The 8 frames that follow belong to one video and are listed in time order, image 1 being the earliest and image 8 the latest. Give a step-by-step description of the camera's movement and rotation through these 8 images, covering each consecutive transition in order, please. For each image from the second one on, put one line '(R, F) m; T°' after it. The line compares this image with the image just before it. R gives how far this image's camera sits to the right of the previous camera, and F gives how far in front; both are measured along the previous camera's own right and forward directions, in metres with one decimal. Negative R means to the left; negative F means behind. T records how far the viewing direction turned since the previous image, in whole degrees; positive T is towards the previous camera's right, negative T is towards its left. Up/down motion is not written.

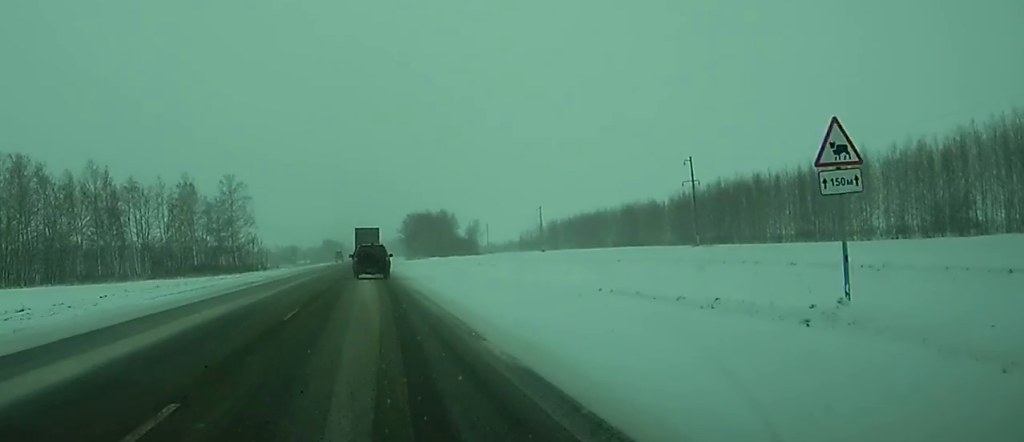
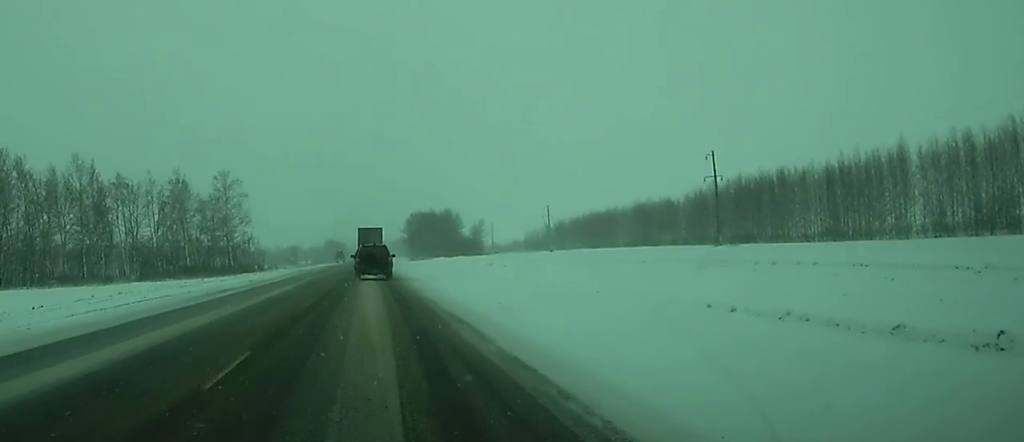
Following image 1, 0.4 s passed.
(0.0, +8.3) m; 0°
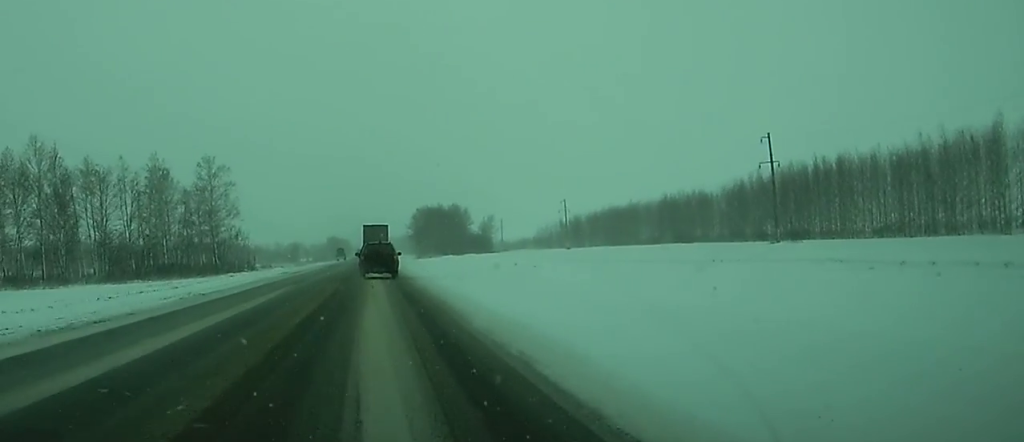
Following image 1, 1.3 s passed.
(0.0, +17.7) m; 0°
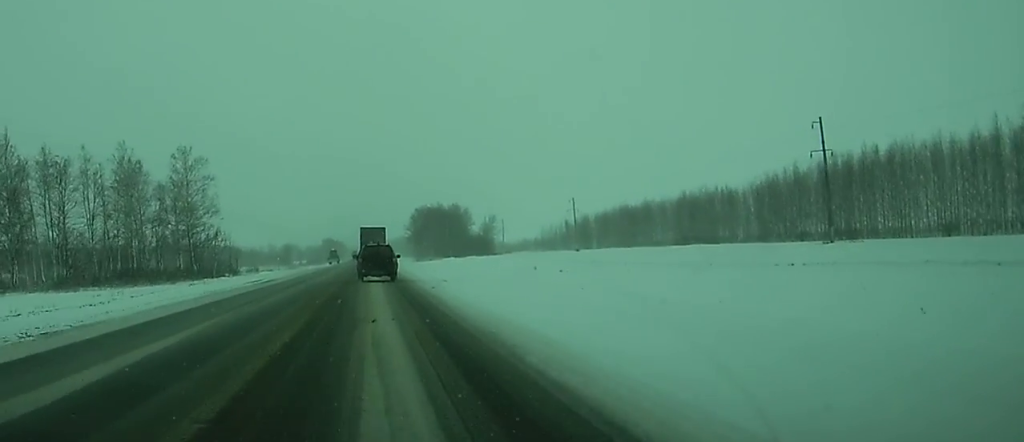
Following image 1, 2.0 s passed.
(0.0, +14.9) m; 0°
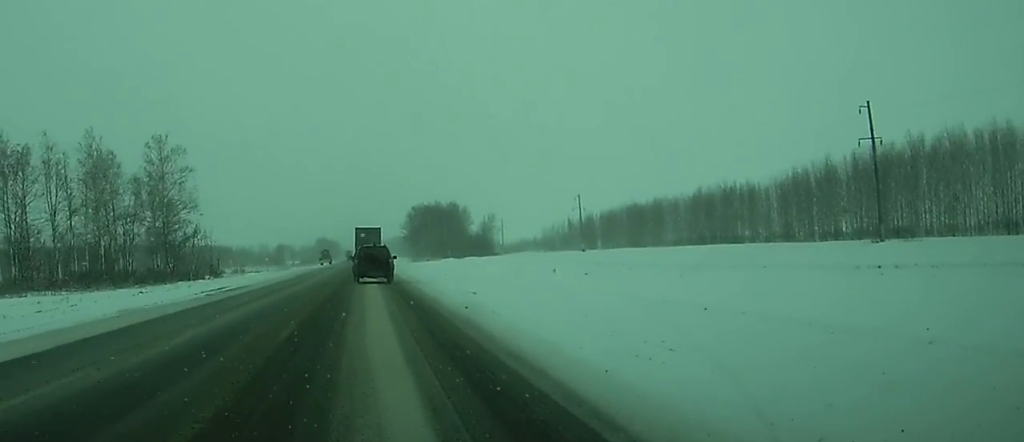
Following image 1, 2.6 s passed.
(0.0, +11.4) m; 0°
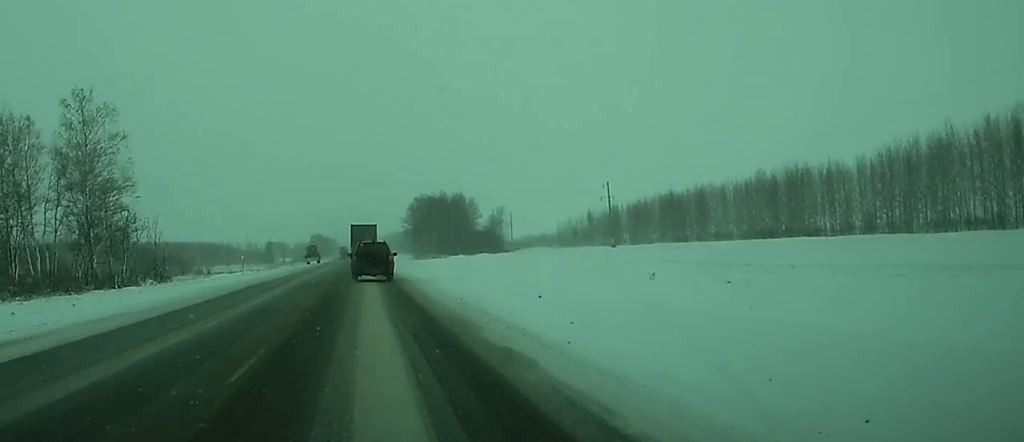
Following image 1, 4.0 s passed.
(+0.1, +28.3) m; 0°
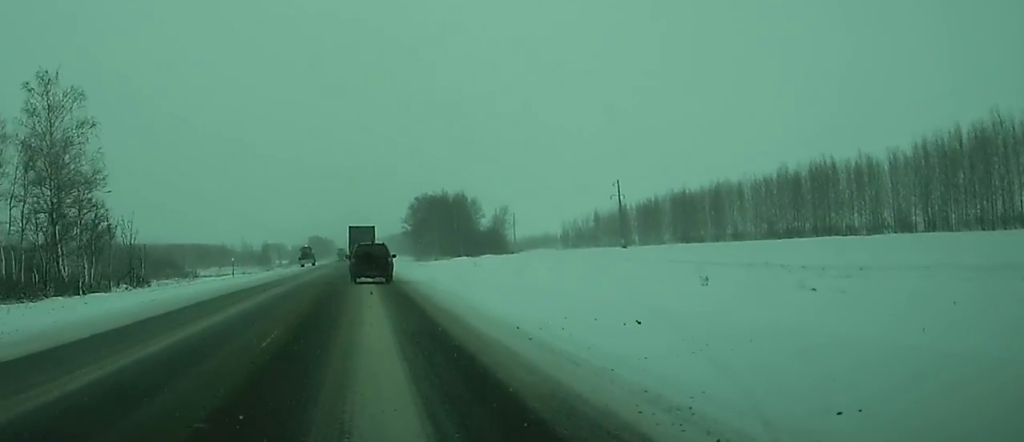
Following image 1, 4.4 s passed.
(0.0, +8.4) m; 0°
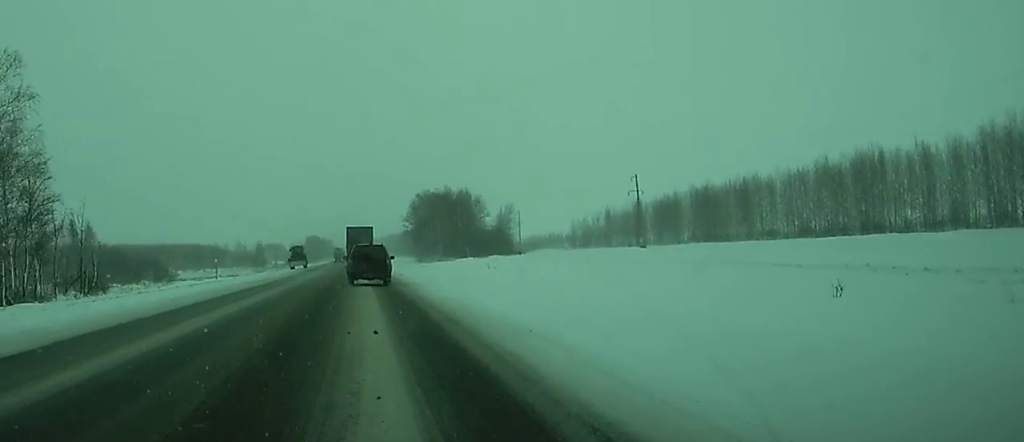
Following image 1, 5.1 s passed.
(0.0, +12.9) m; 0°
